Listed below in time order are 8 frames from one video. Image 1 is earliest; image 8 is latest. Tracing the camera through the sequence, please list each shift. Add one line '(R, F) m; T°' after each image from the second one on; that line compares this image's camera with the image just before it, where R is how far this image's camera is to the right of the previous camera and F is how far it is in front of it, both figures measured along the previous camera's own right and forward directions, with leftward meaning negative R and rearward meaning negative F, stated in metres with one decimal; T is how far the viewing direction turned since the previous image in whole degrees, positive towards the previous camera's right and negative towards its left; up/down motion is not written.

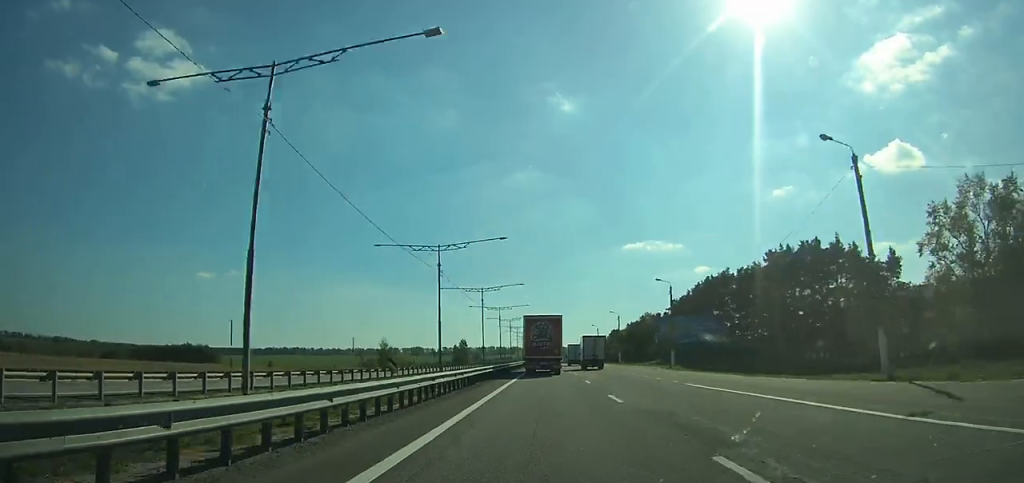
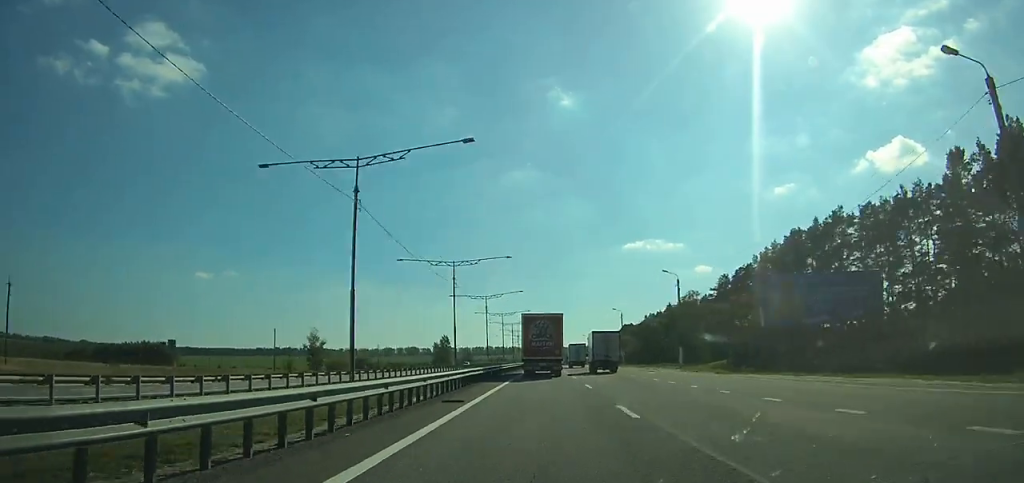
(+0.1, +50.3) m; 0°
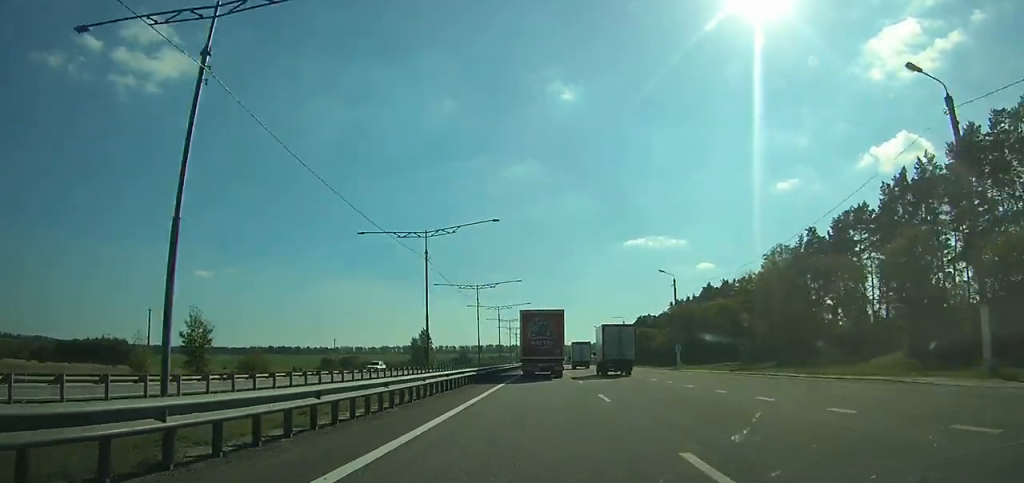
(0.0, +44.7) m; 0°
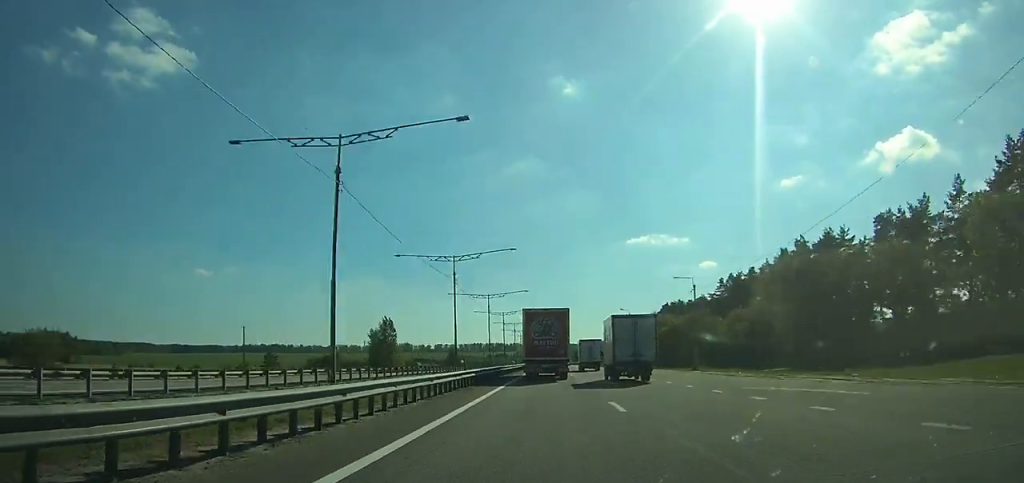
(0.0, +53.0) m; 0°
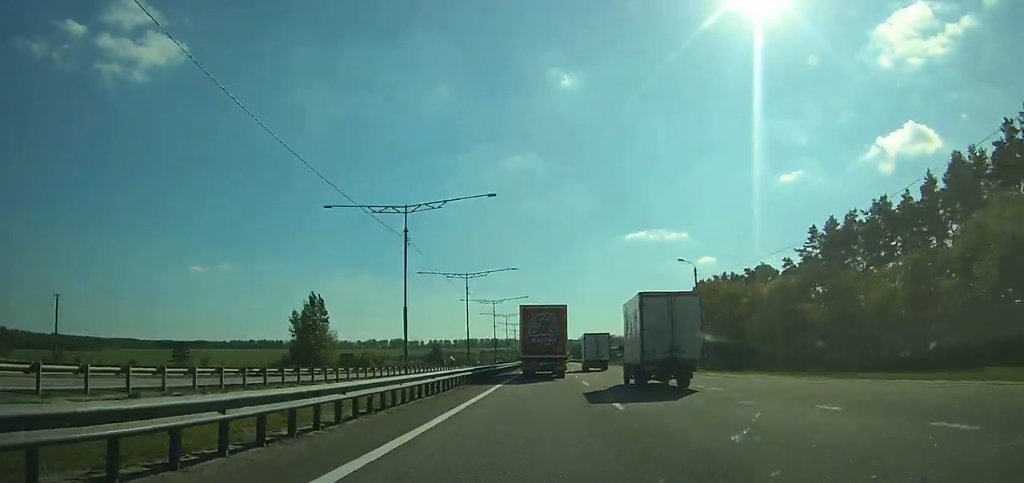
(0.0, +49.8) m; 0°
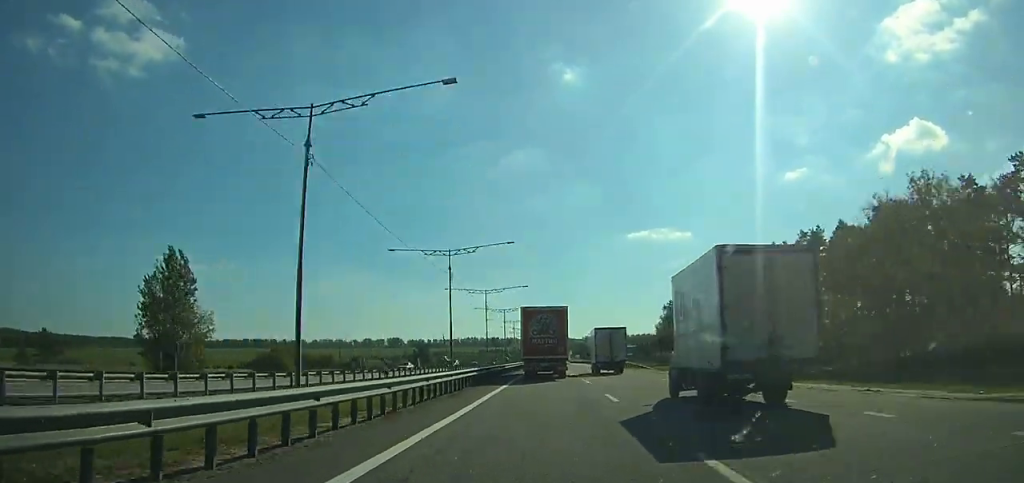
(-0.1, +46.1) m; 0°
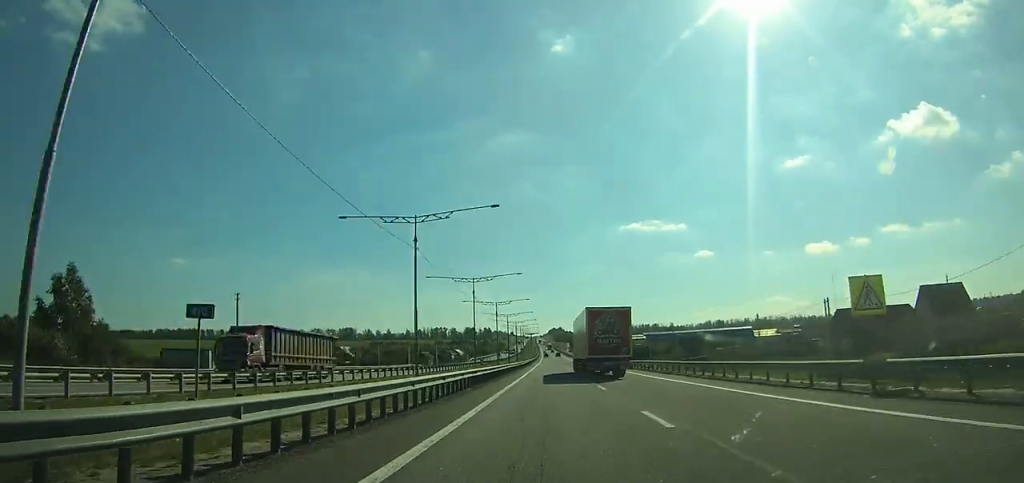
(+1.0, +220.4) m; +1°
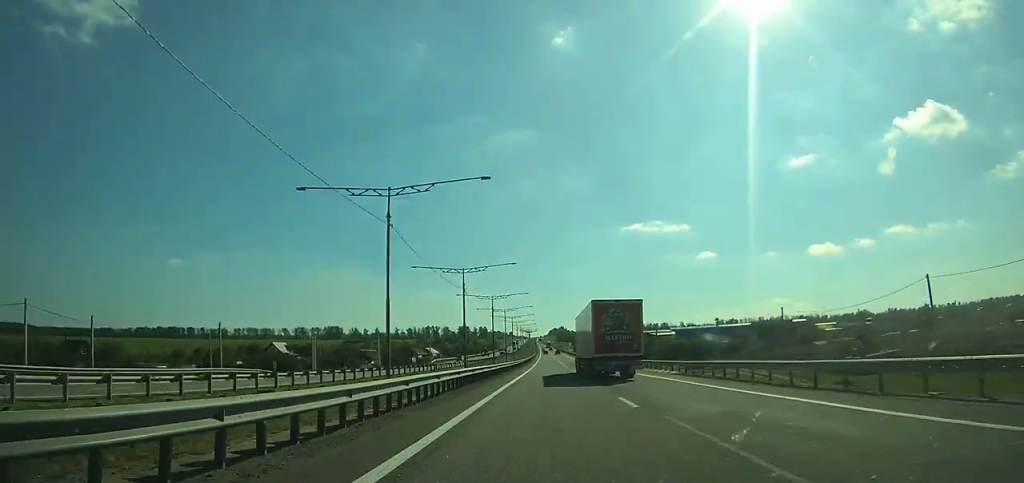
(0.0, +70.6) m; 0°
